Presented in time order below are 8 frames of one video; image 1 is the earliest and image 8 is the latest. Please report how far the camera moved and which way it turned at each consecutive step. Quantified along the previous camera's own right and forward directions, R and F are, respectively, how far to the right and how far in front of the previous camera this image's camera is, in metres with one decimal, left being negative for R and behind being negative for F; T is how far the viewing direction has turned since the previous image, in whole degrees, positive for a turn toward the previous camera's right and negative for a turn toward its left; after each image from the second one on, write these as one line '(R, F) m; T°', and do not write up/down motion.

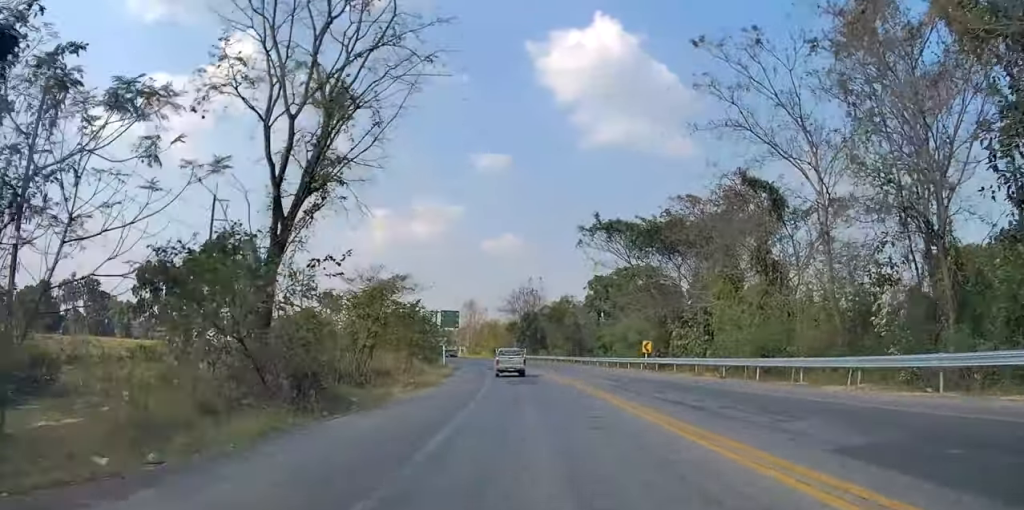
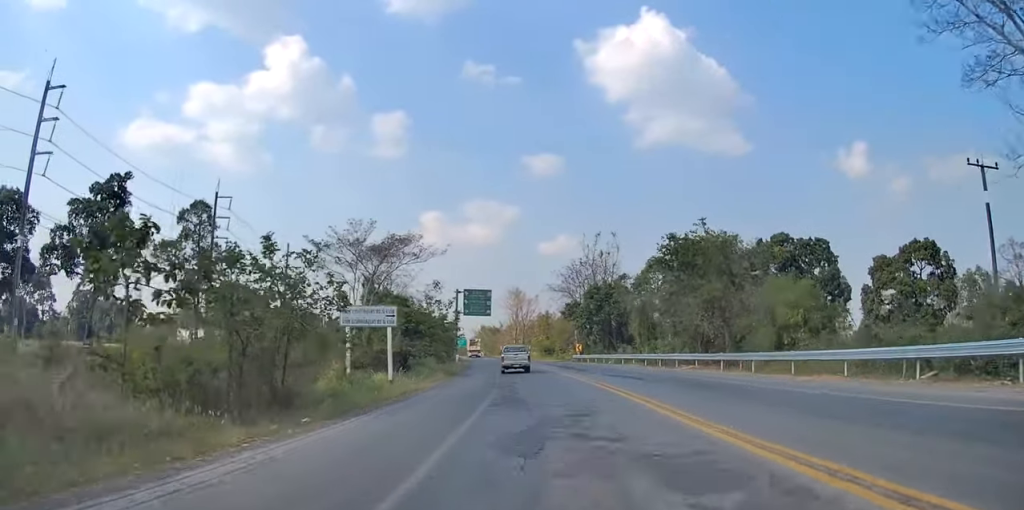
(-1.2, +40.4) m; -2°
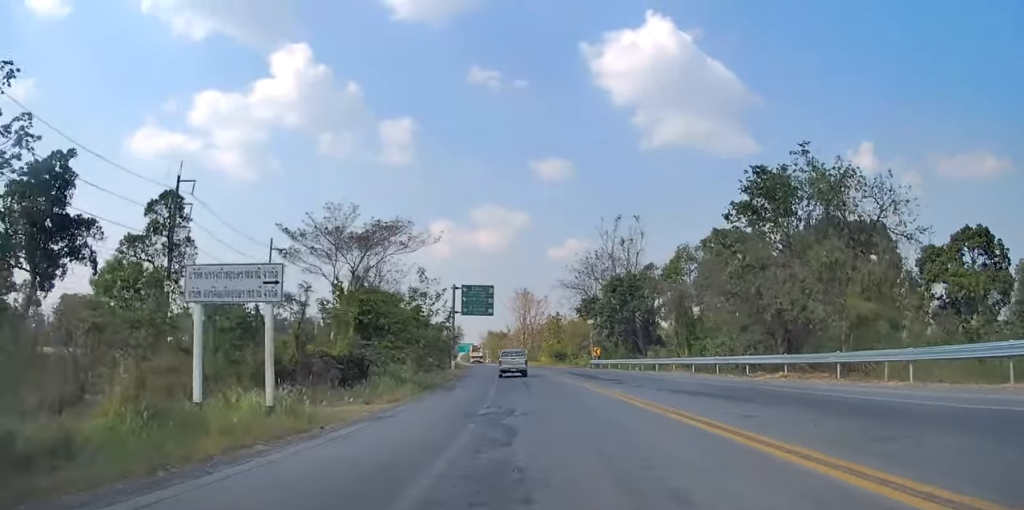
(0.0, +11.9) m; -2°
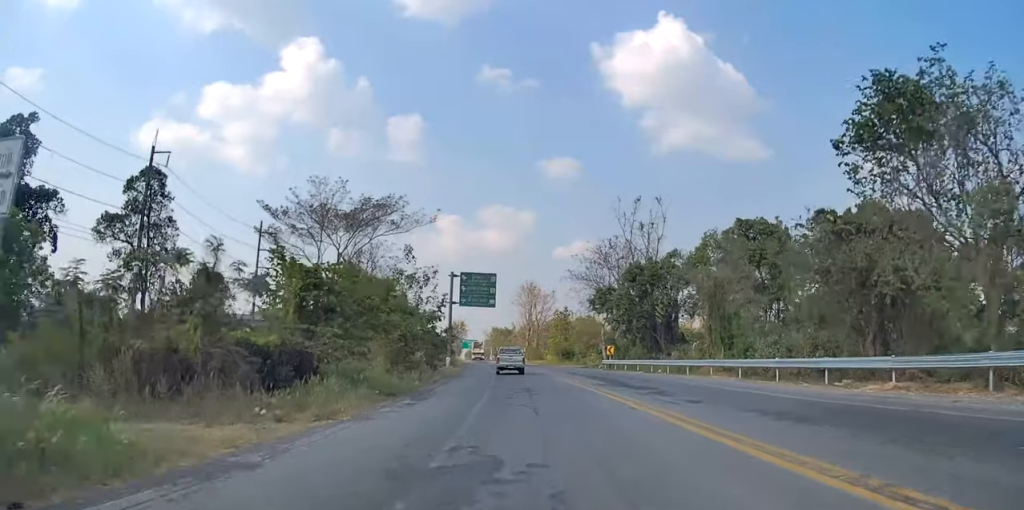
(-0.1, +7.1) m; -1°
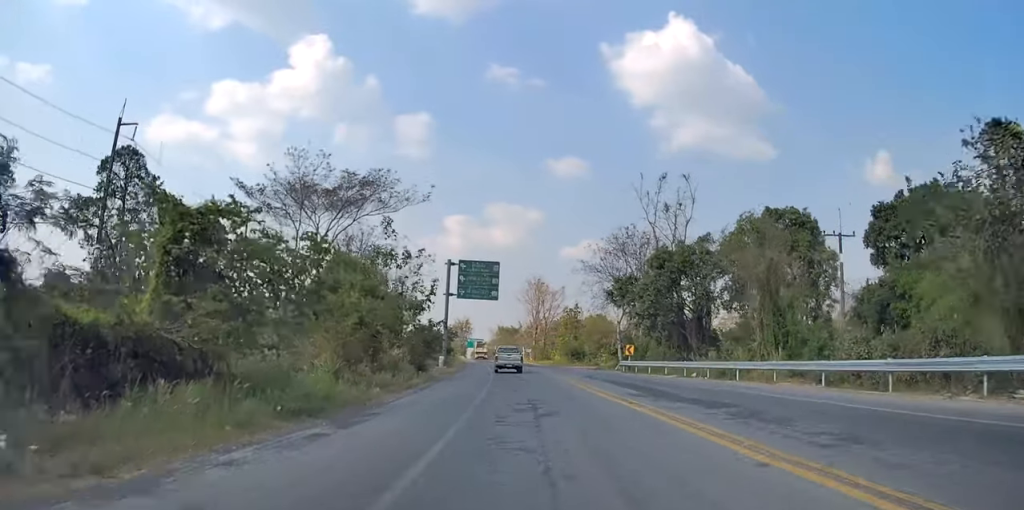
(-0.3, +8.5) m; -2°
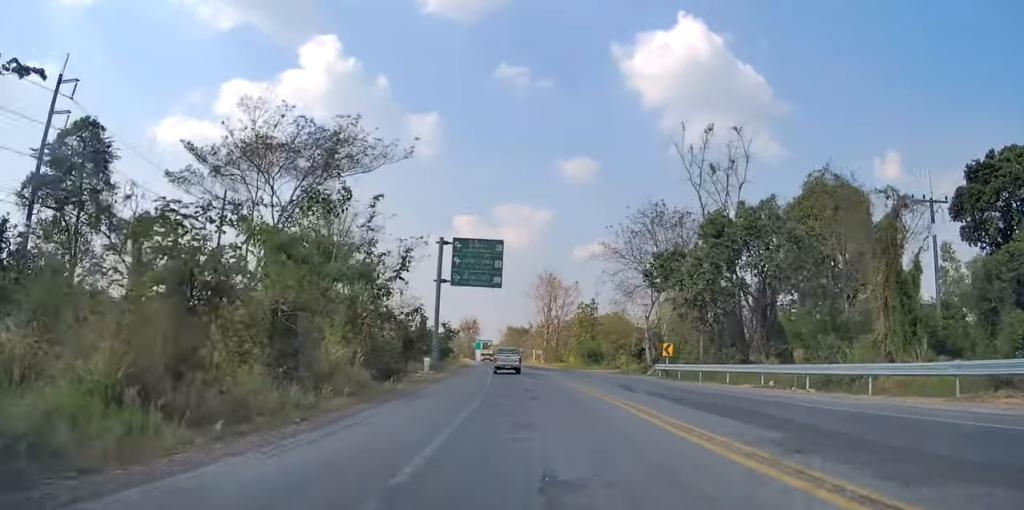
(-0.1, +10.7) m; -1°
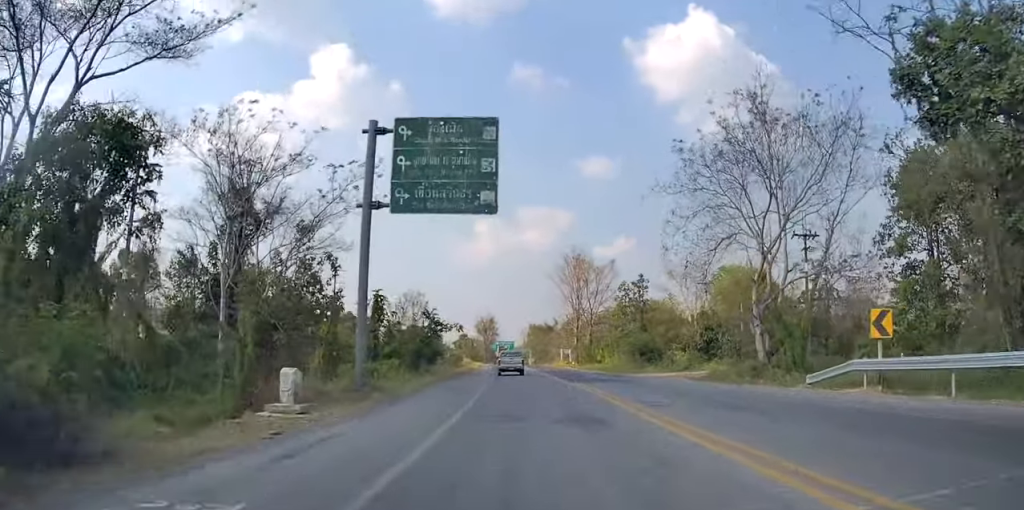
(-0.1, +25.0) m; 0°
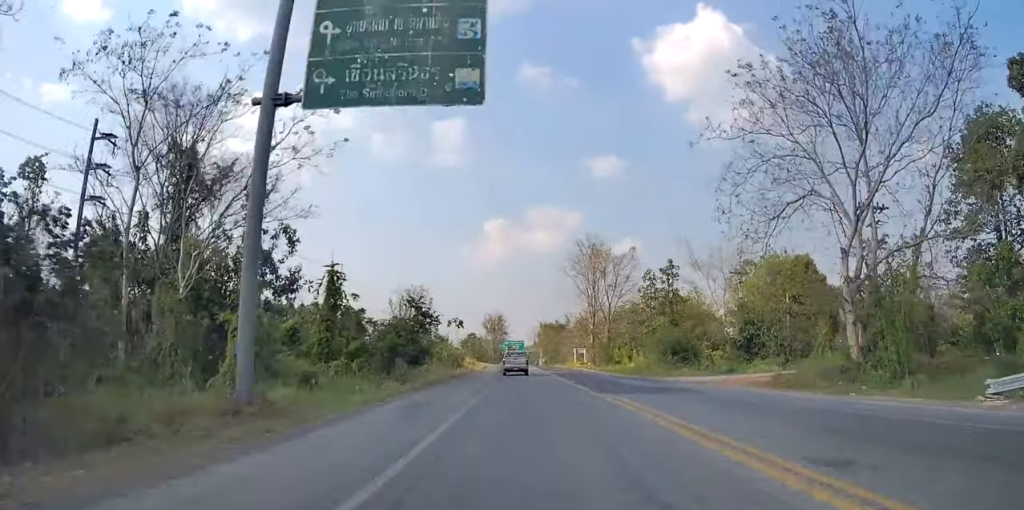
(+0.1, +9.8) m; 0°
